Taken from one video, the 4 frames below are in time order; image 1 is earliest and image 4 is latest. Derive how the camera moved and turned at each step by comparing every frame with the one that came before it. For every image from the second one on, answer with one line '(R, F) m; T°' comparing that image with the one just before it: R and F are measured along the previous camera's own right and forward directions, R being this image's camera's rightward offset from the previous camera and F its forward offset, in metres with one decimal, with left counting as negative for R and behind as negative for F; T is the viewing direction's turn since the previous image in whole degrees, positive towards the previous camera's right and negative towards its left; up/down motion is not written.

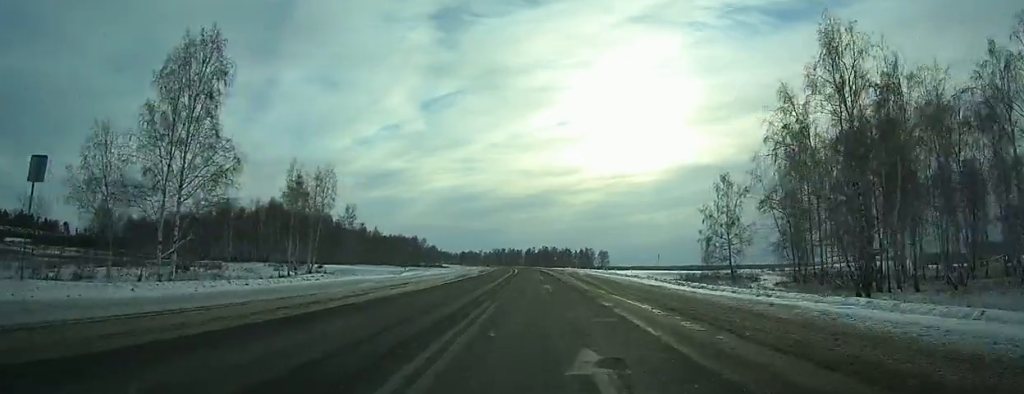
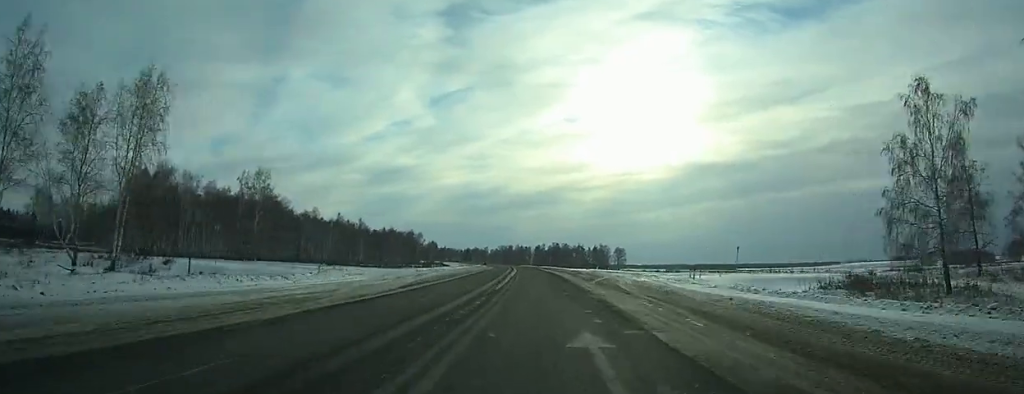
(-0.1, +40.8) m; -1°
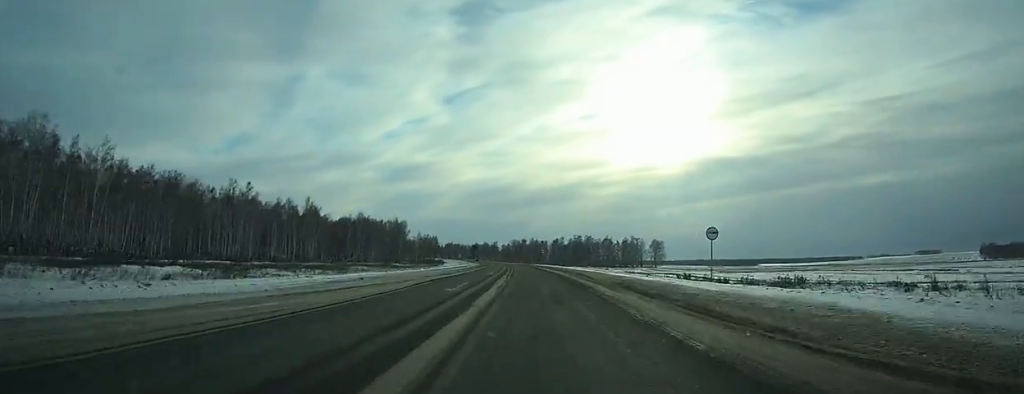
(-1.1, +76.1) m; -2°
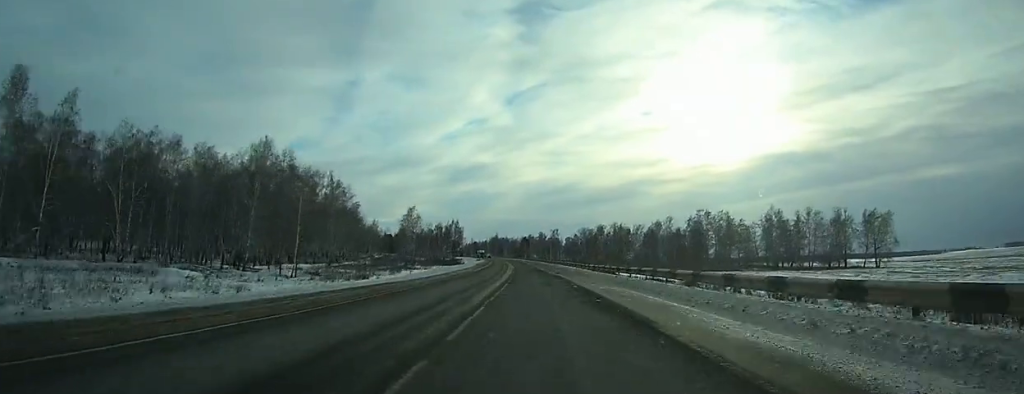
(-7.6, +171.0) m; -5°
